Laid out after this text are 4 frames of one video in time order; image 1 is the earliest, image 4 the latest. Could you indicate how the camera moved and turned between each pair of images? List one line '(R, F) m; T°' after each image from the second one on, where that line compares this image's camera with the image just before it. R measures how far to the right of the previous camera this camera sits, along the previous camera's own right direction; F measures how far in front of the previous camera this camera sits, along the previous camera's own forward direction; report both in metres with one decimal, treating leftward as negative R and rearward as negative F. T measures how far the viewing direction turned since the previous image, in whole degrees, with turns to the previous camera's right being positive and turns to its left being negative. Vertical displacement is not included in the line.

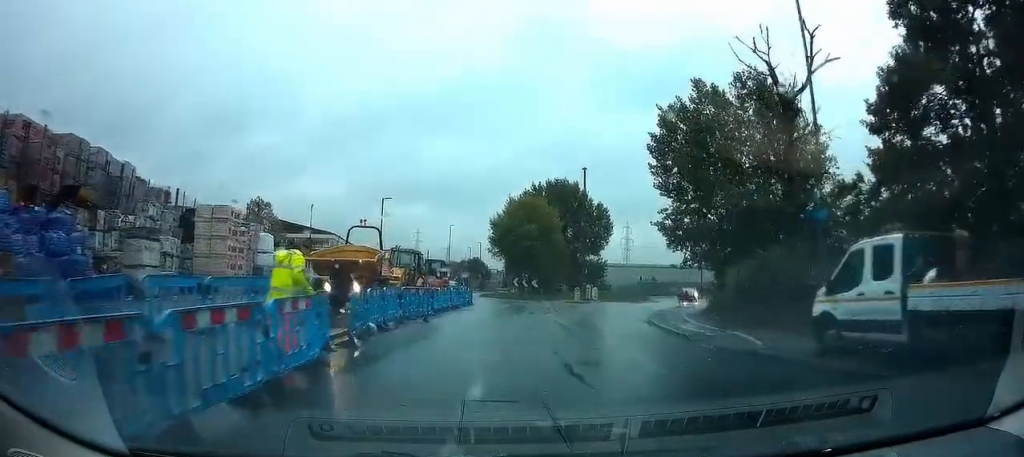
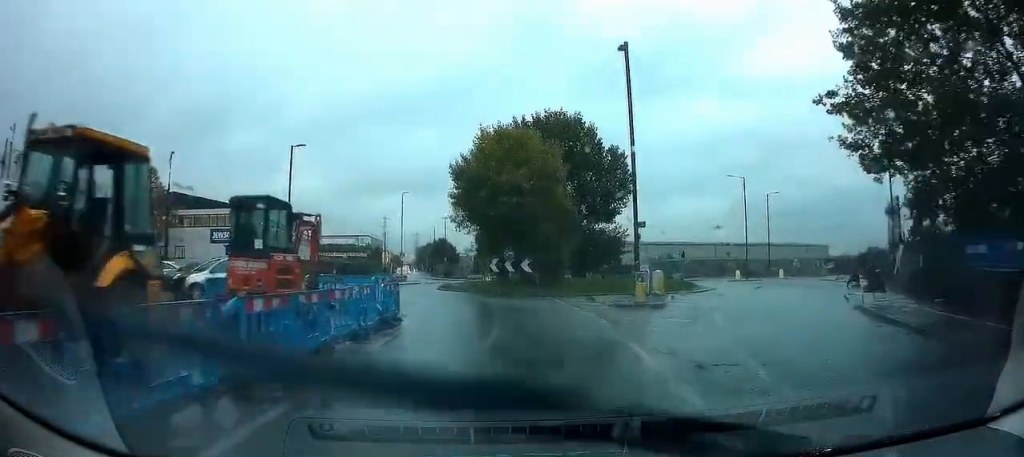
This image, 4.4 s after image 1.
(+1.4, +24.7) m; +4°
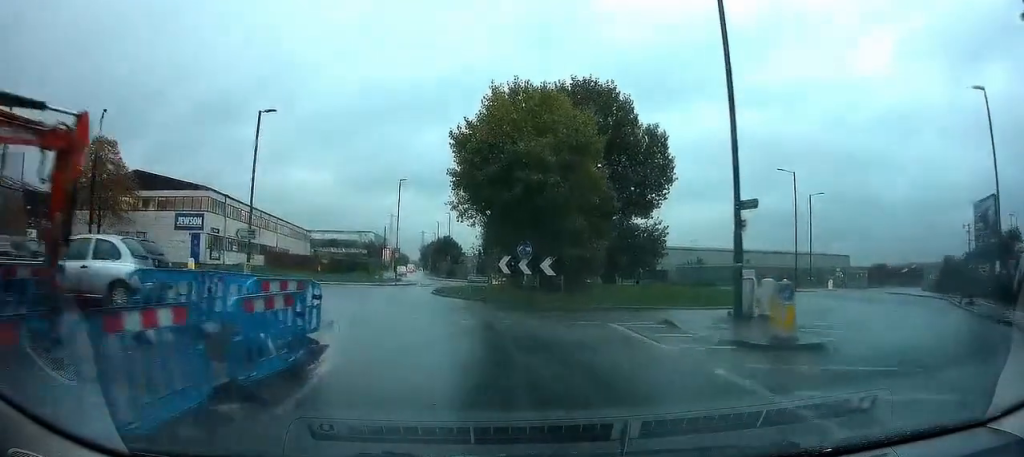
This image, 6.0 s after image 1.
(0.0, +9.4) m; -1°
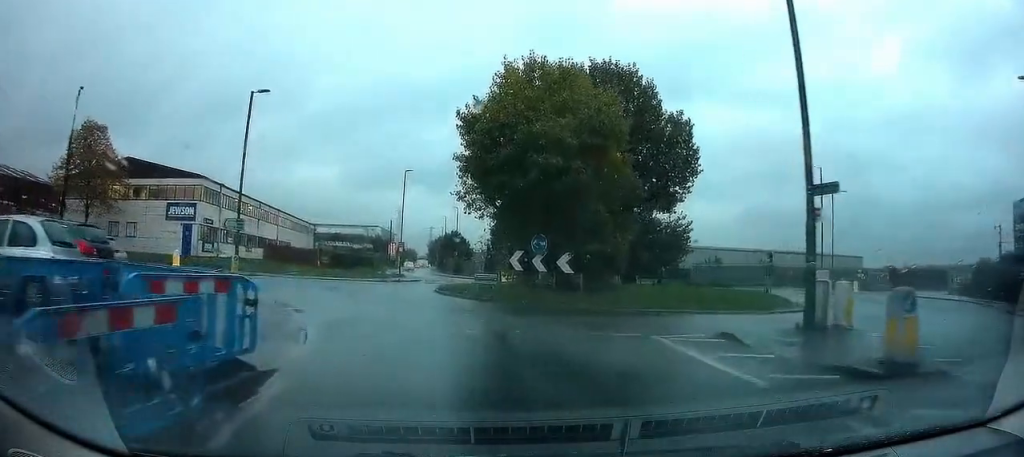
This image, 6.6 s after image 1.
(+0.1, +3.5) m; -1°
